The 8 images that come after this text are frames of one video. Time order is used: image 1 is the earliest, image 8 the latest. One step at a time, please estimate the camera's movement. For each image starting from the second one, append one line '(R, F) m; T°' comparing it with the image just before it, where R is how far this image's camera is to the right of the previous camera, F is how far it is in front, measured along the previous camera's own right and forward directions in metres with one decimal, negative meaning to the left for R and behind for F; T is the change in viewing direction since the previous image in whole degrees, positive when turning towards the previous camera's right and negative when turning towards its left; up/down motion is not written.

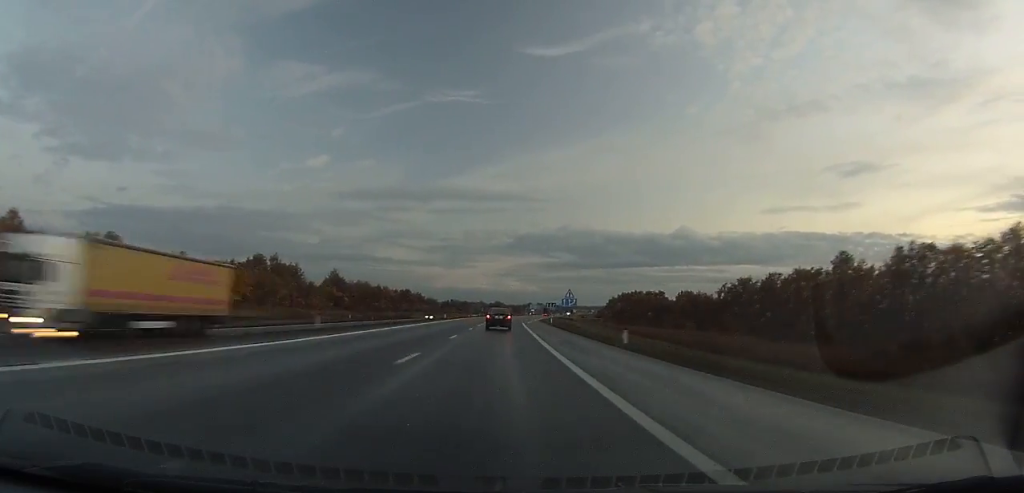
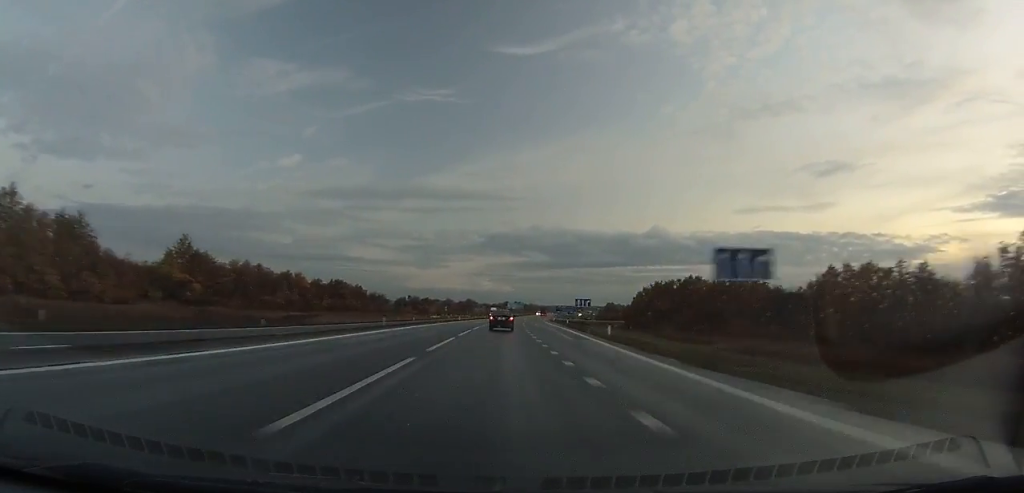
(+1.3, +88.6) m; +2°
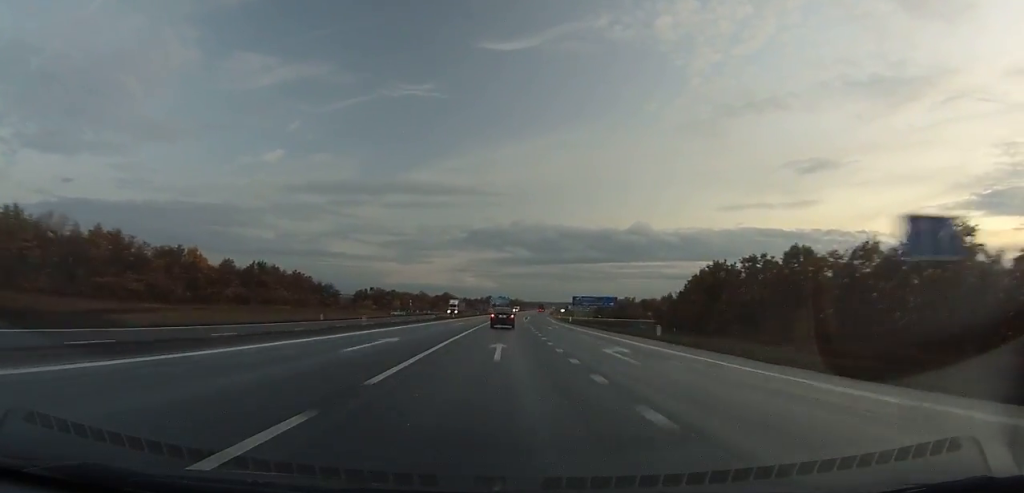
(+1.2, +55.9) m; +1°
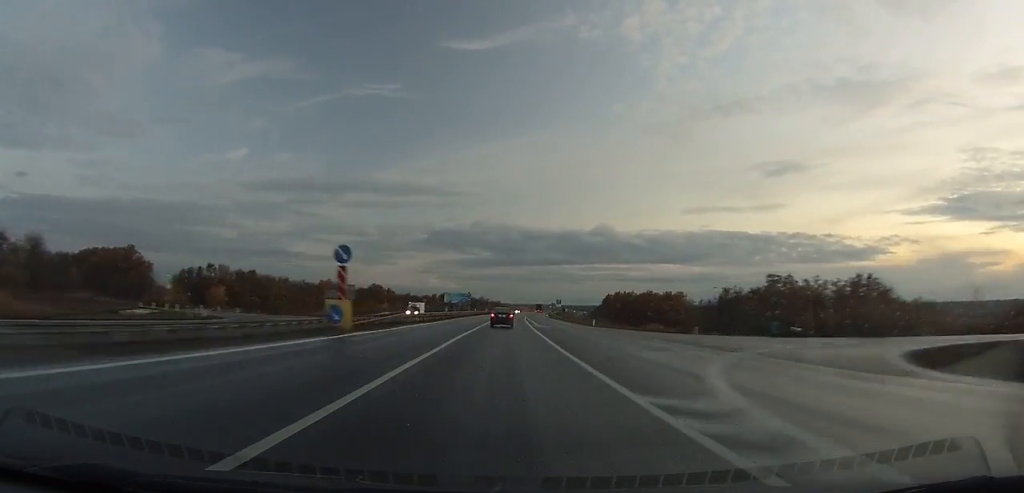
(+3.4, +129.7) m; +3°
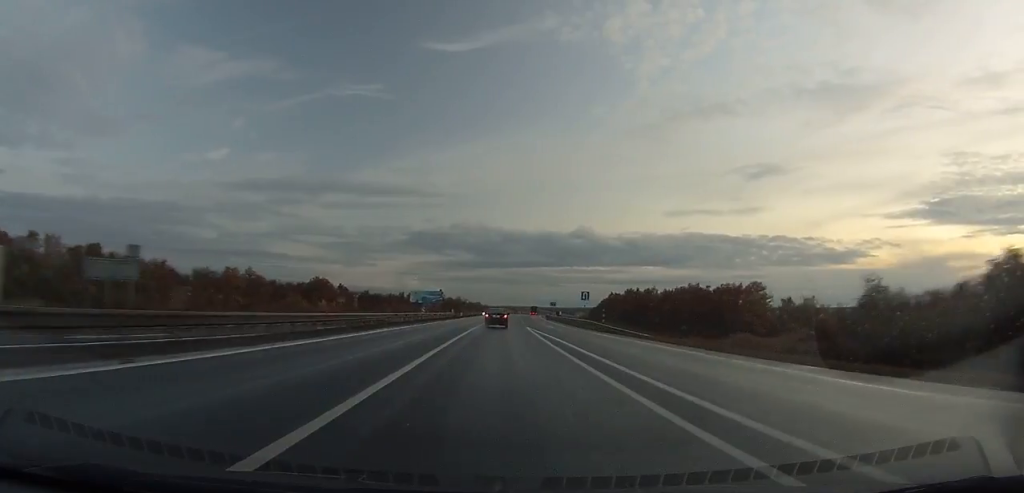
(+0.7, +57.1) m; +2°
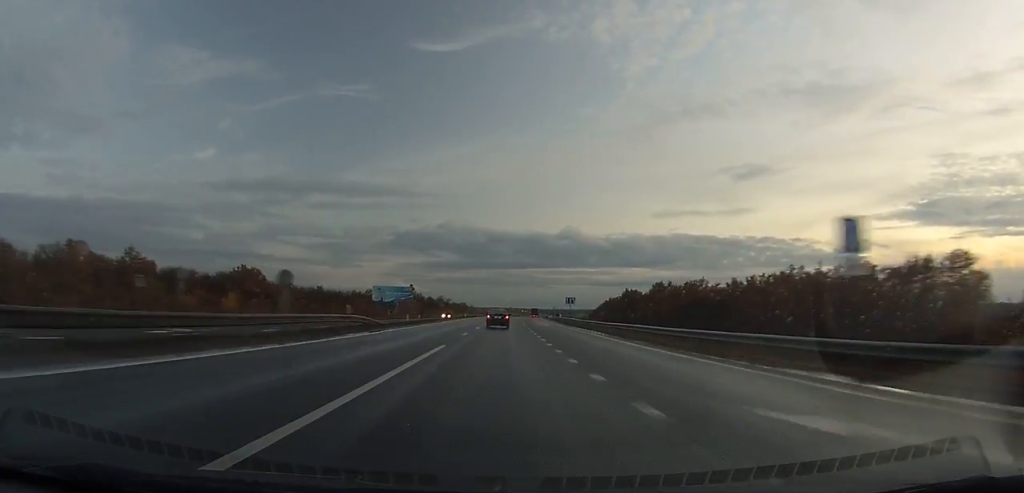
(+0.9, +51.4) m; +1°
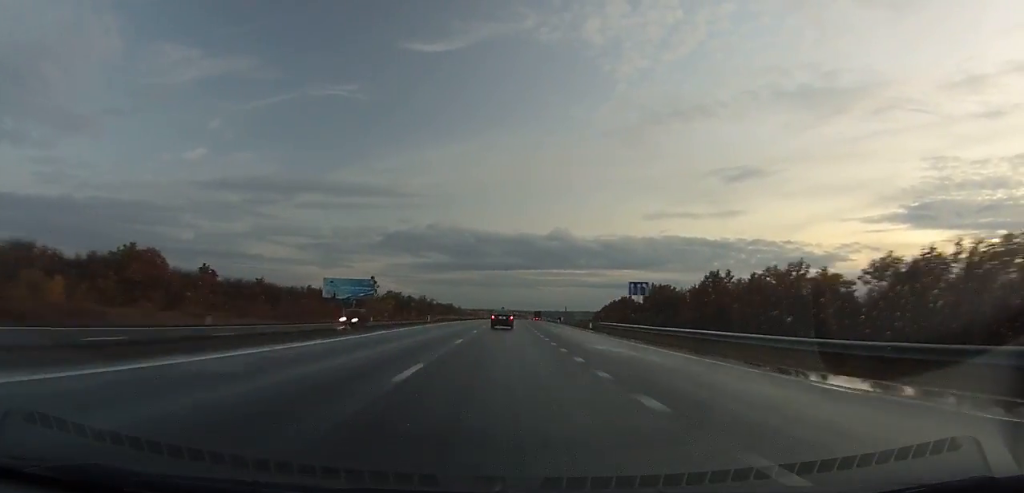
(+0.2, +45.7) m; +1°
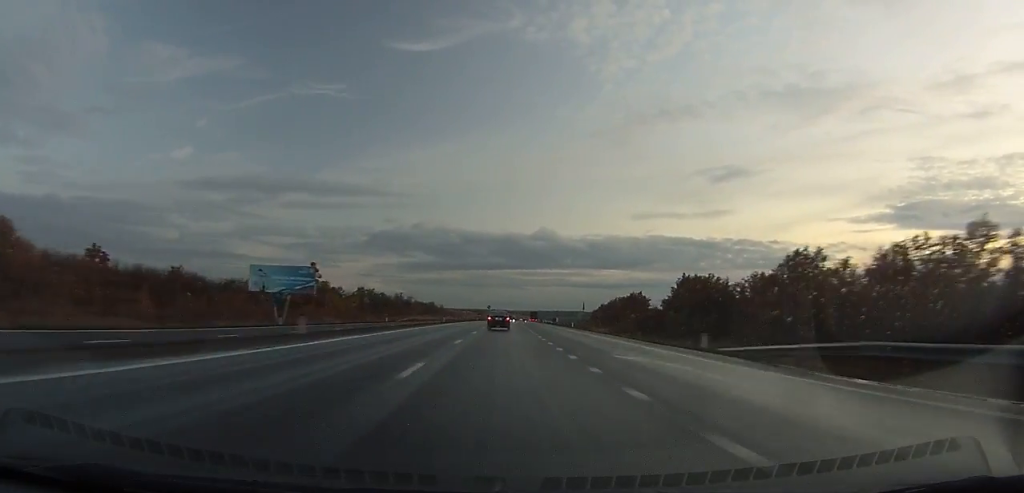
(+0.5, +35.6) m; +1°
